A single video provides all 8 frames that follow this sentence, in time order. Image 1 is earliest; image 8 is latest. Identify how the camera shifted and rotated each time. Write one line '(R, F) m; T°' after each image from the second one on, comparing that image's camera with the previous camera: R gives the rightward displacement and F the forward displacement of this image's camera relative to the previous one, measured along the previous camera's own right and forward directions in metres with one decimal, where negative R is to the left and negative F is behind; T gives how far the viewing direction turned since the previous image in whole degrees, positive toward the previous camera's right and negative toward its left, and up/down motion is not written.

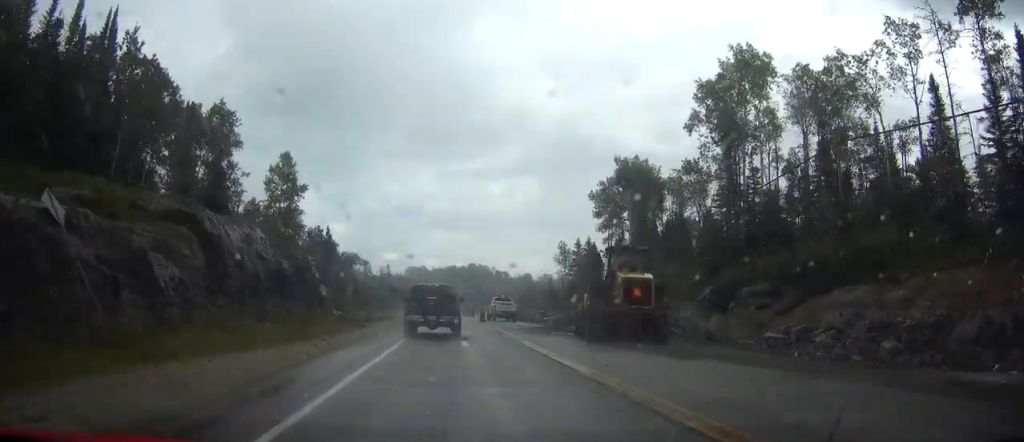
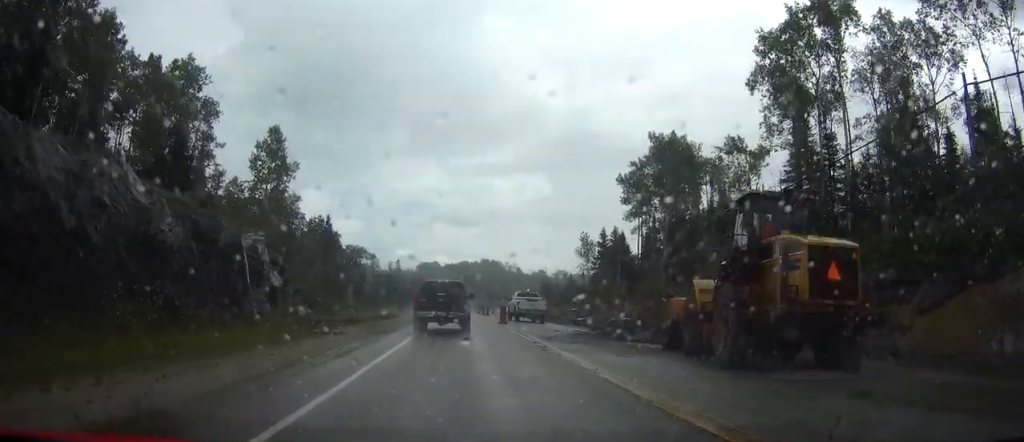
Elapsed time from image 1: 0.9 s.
(0.0, +12.4) m; -1°
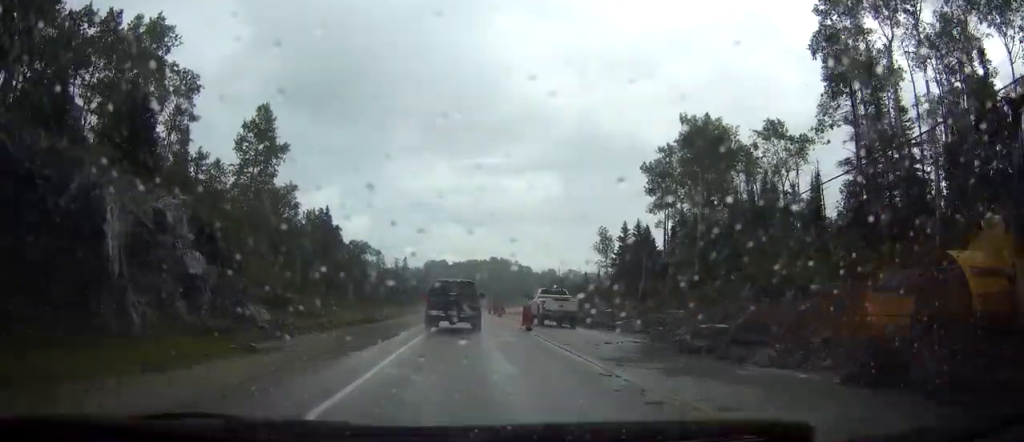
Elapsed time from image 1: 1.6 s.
(-0.1, +9.4) m; 0°
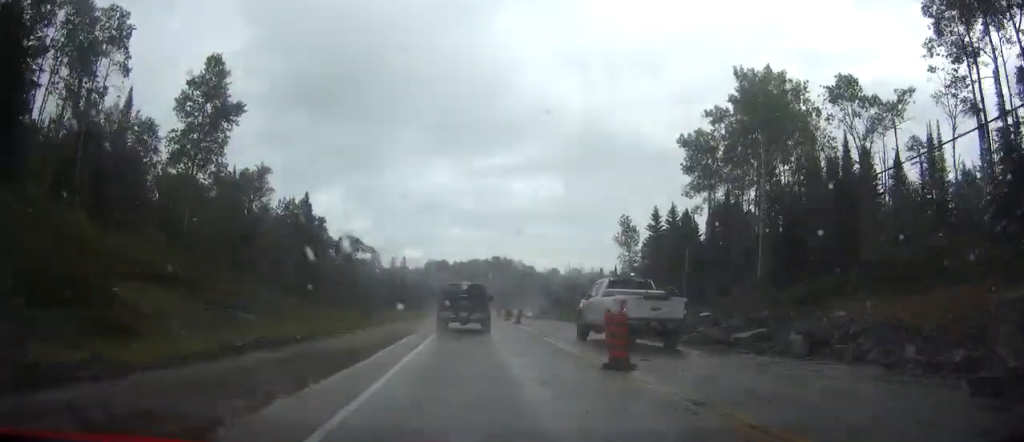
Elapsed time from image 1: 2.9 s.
(+0.1, +17.2) m; +1°
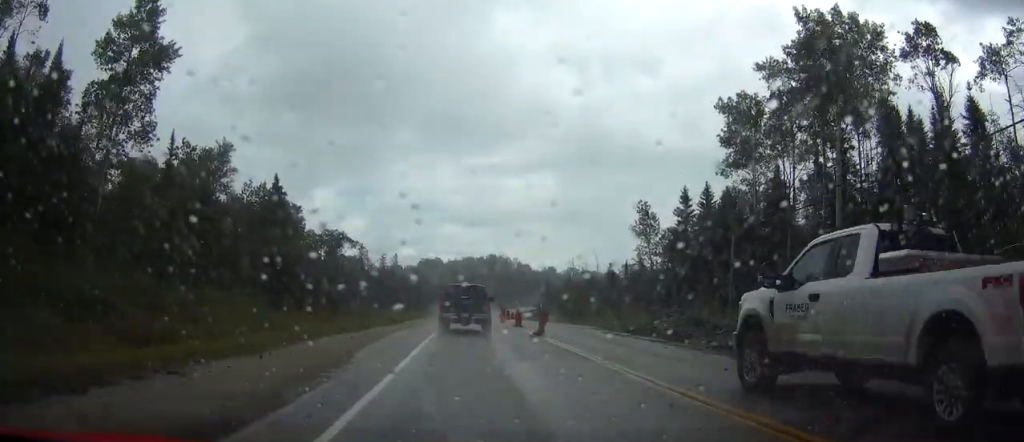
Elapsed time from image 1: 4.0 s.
(+0.1, +14.6) m; 0°
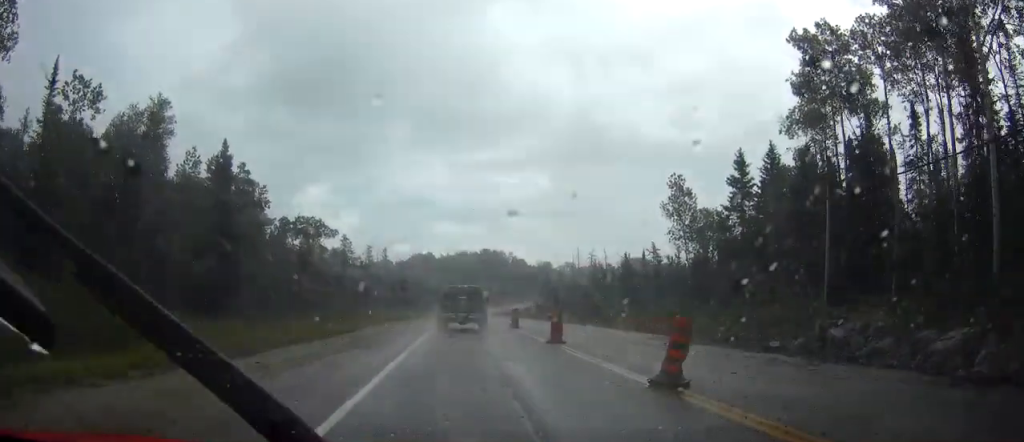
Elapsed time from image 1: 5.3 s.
(0.0, +18.2) m; 0°
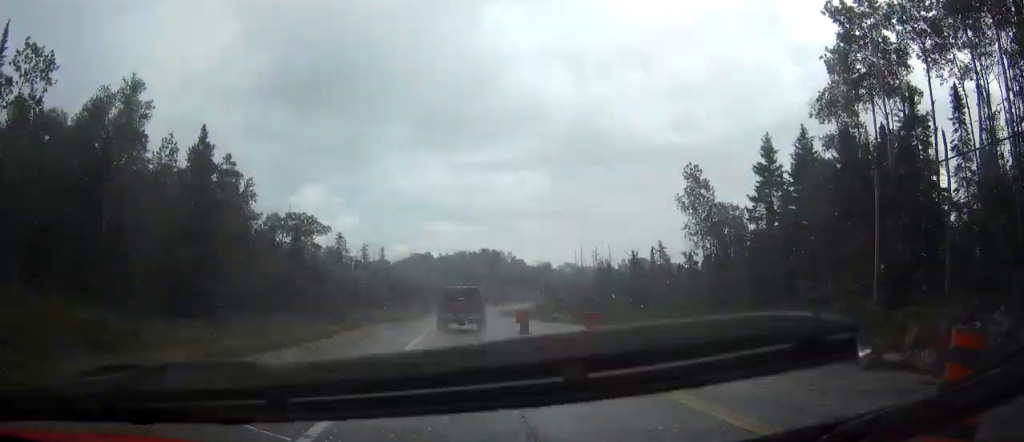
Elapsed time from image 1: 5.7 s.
(0.0, +6.1) m; 0°
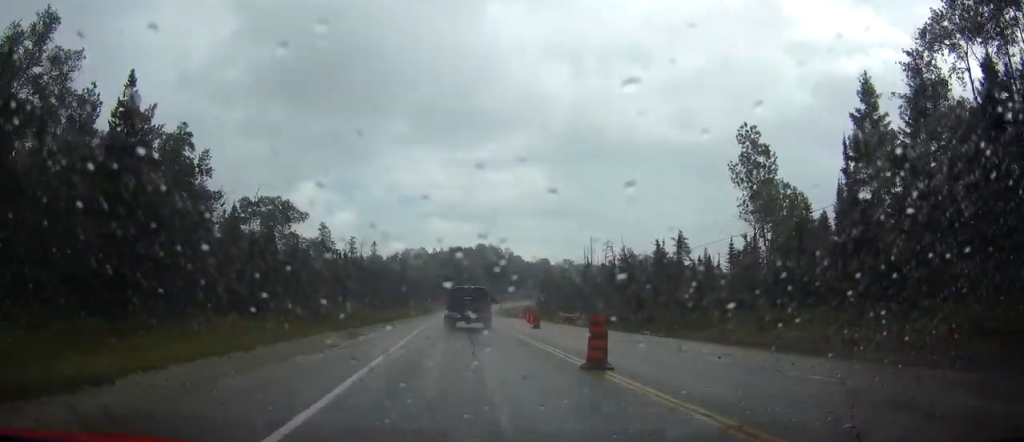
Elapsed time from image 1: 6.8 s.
(+0.2, +16.1) m; +1°
